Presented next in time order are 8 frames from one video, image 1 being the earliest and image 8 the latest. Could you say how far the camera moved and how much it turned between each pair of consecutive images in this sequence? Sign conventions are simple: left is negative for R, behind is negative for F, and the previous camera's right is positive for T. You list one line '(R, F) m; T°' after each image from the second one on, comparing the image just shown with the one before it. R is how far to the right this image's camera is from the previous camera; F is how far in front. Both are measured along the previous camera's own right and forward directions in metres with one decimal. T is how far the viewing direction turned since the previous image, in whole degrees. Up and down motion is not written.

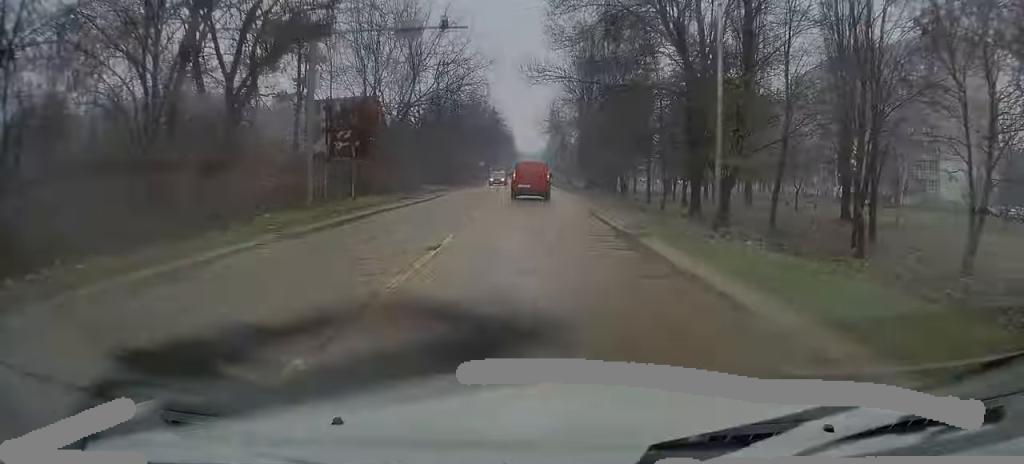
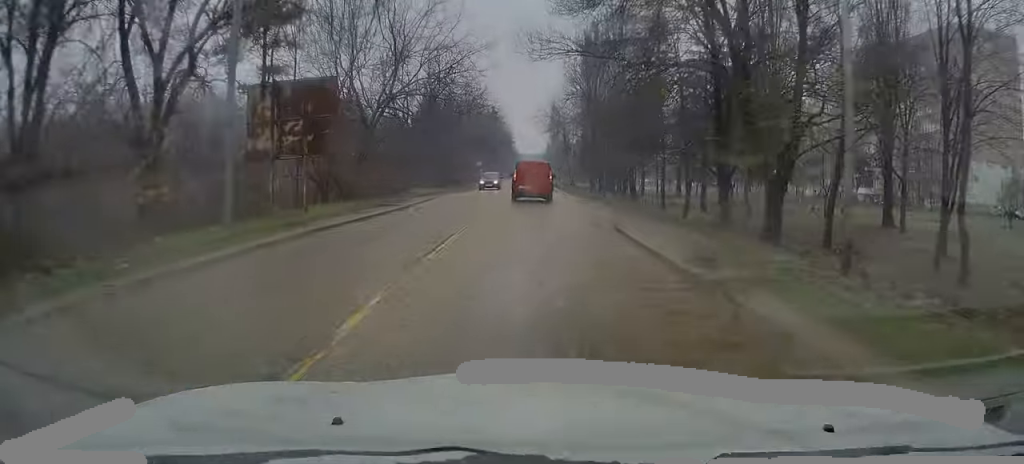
(-0.1, +6.2) m; 0°
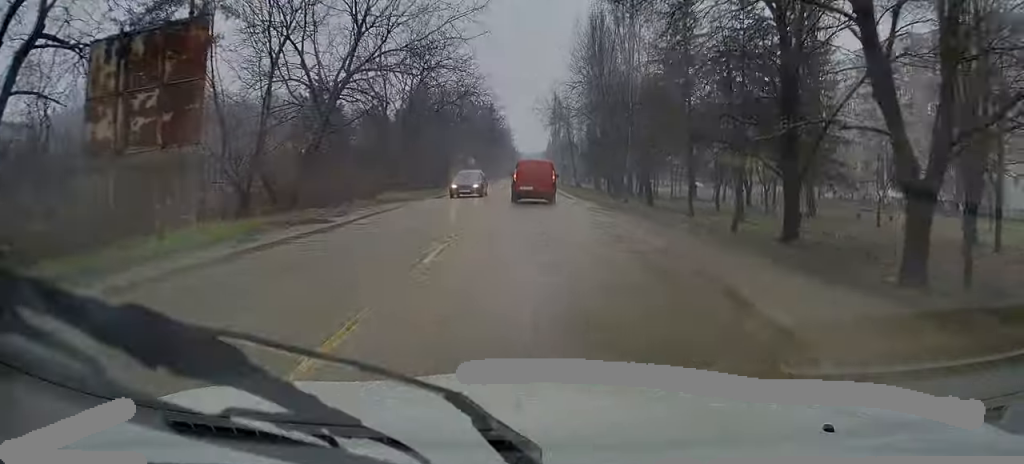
(+0.2, +9.3) m; +1°
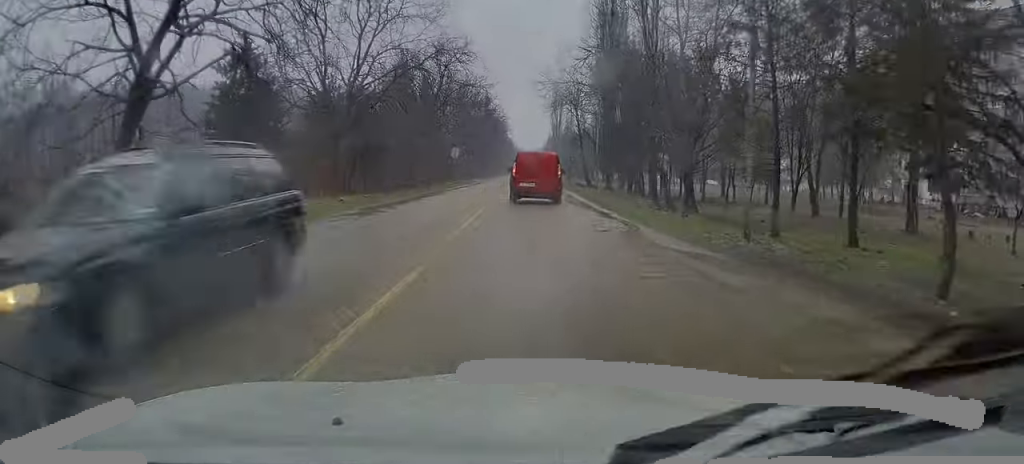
(0.0, +15.4) m; 0°
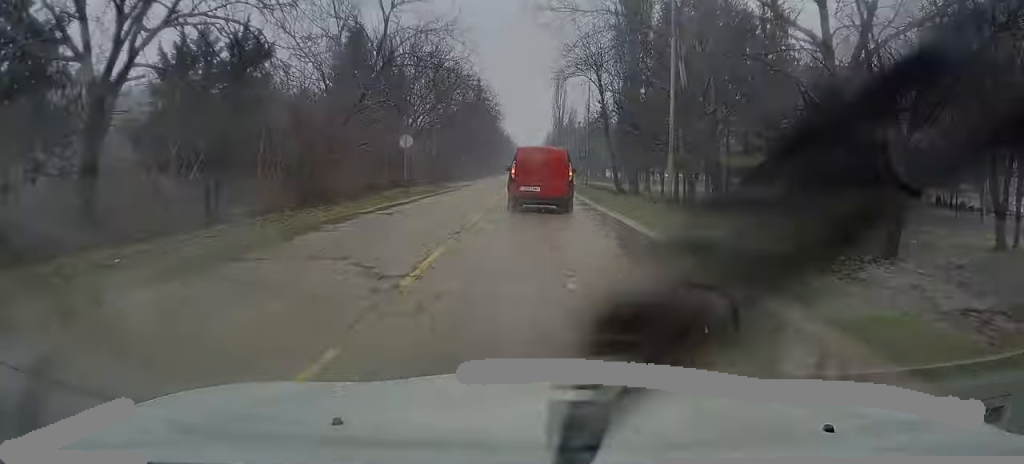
(0.0, +21.6) m; -1°
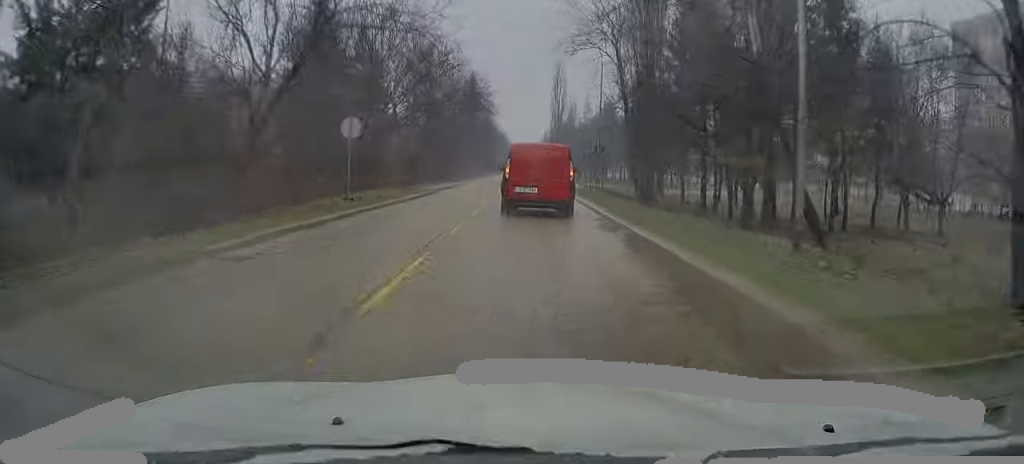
(-0.2, +9.9) m; 0°
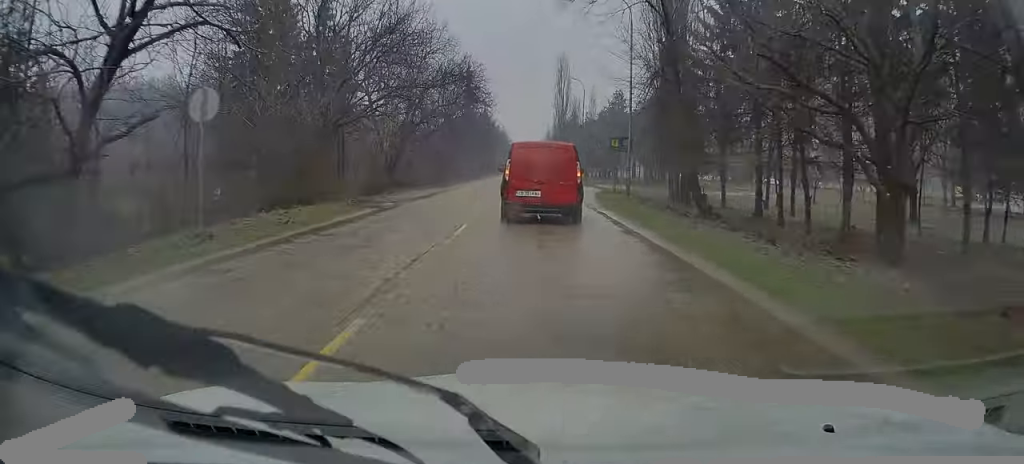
(+0.2, +10.7) m; +1°
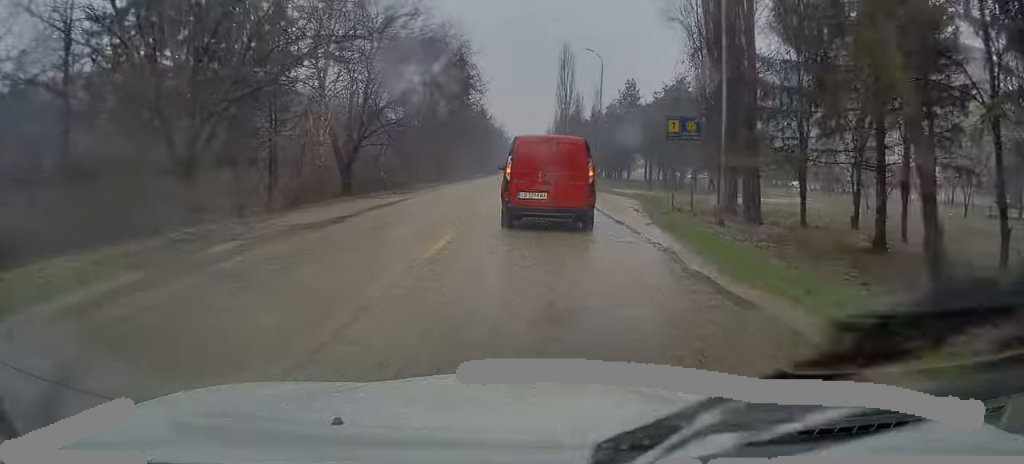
(0.0, +13.1) m; 0°
